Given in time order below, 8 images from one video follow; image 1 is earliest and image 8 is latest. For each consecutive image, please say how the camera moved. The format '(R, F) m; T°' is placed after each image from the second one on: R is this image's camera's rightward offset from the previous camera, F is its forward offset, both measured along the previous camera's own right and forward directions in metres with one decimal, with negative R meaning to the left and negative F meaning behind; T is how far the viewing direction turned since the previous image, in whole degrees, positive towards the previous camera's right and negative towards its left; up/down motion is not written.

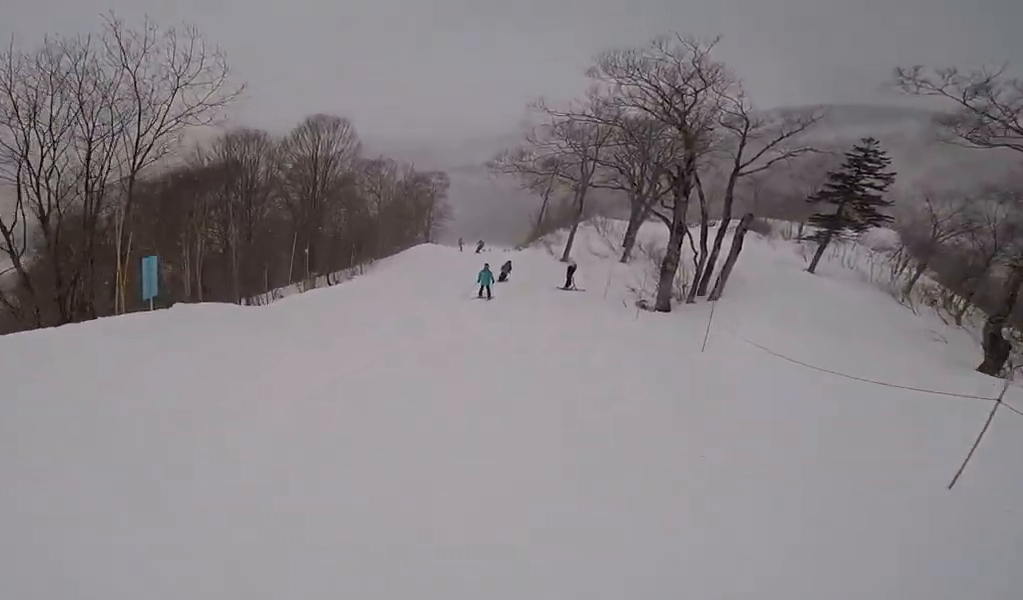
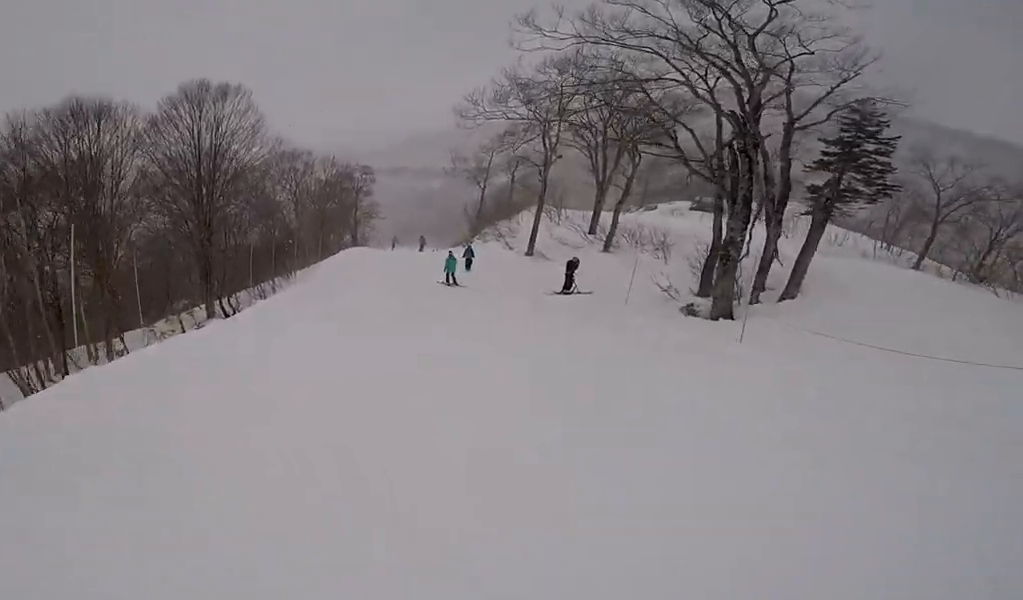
(+0.3, +9.3) m; +9°
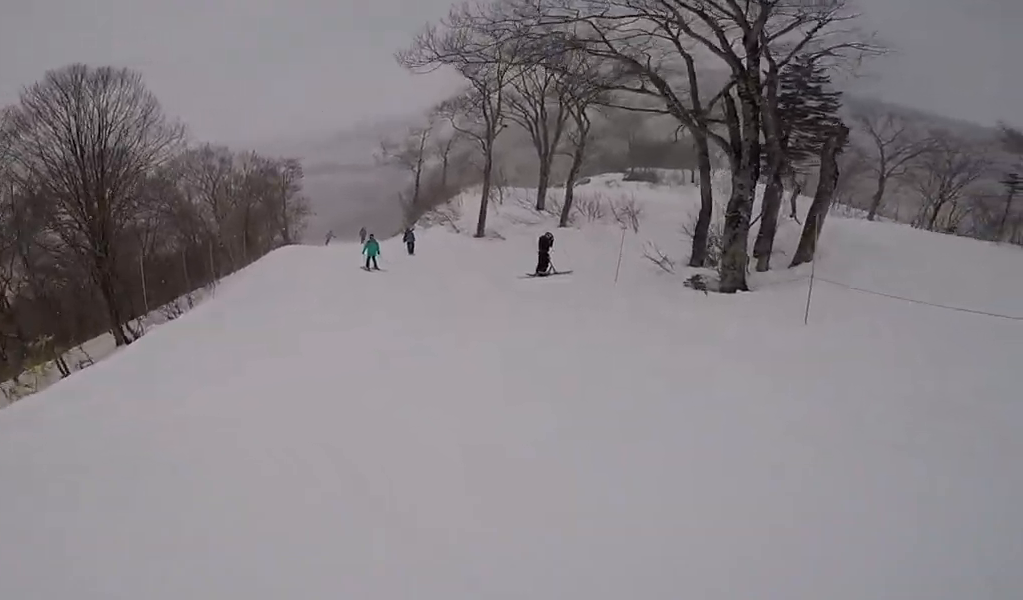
(+0.2, +3.5) m; +2°
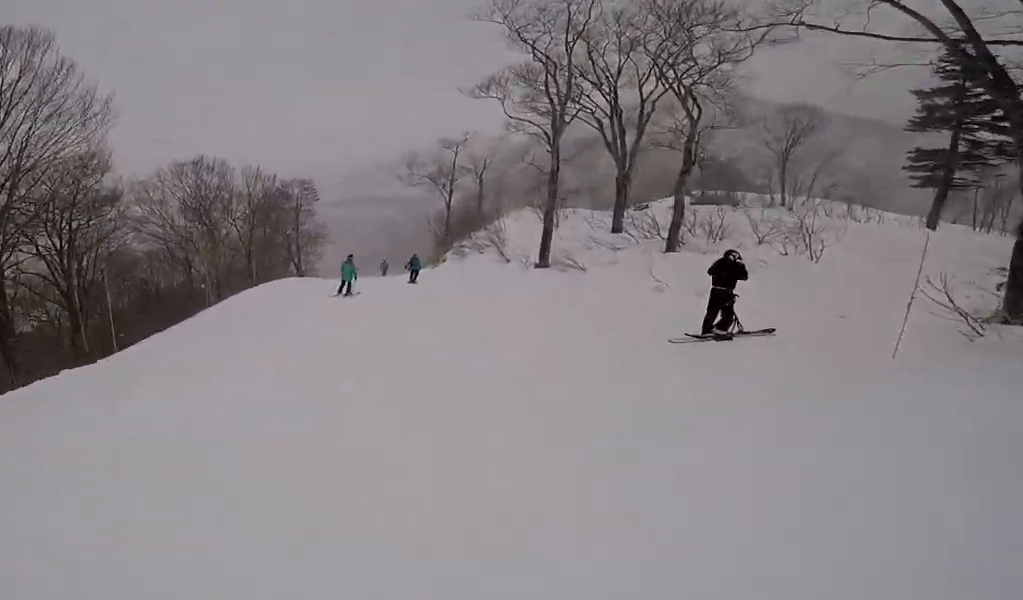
(+0.3, +7.8) m; -2°
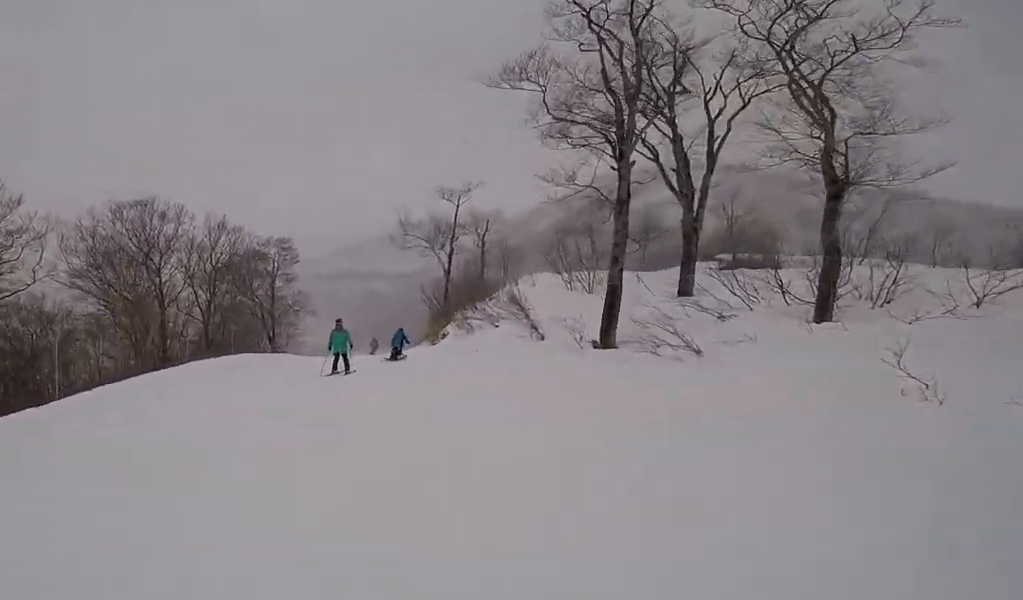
(-0.5, +6.9) m; -6°
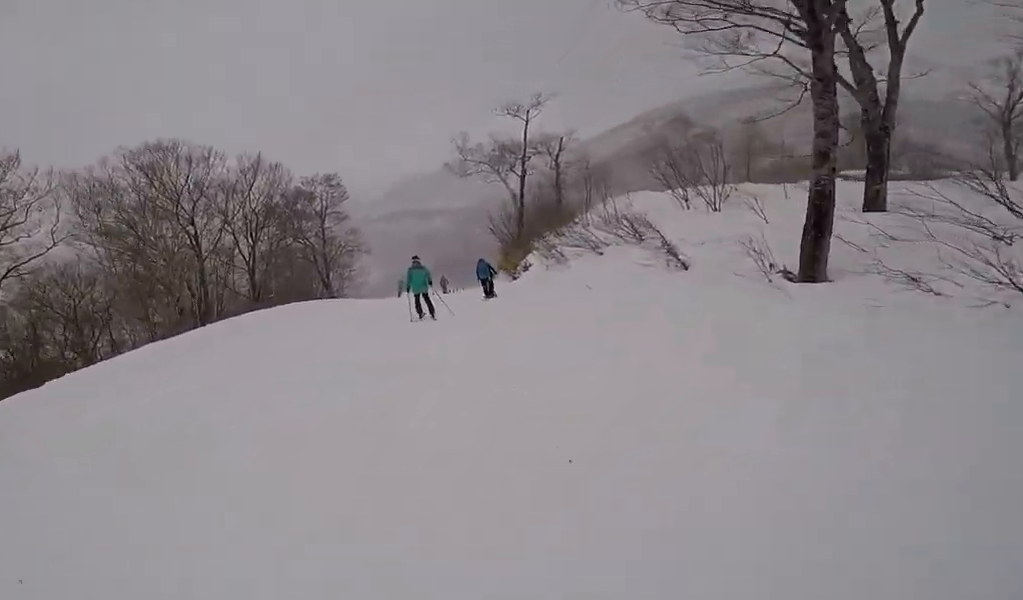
(-0.1, +3.7) m; -2°
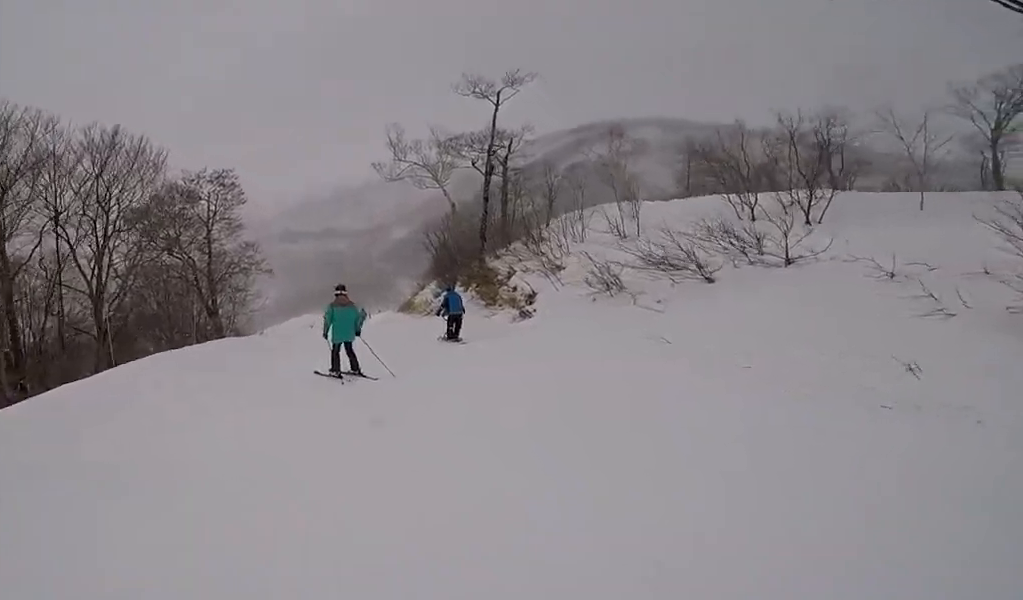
(+0.4, +8.2) m; +10°
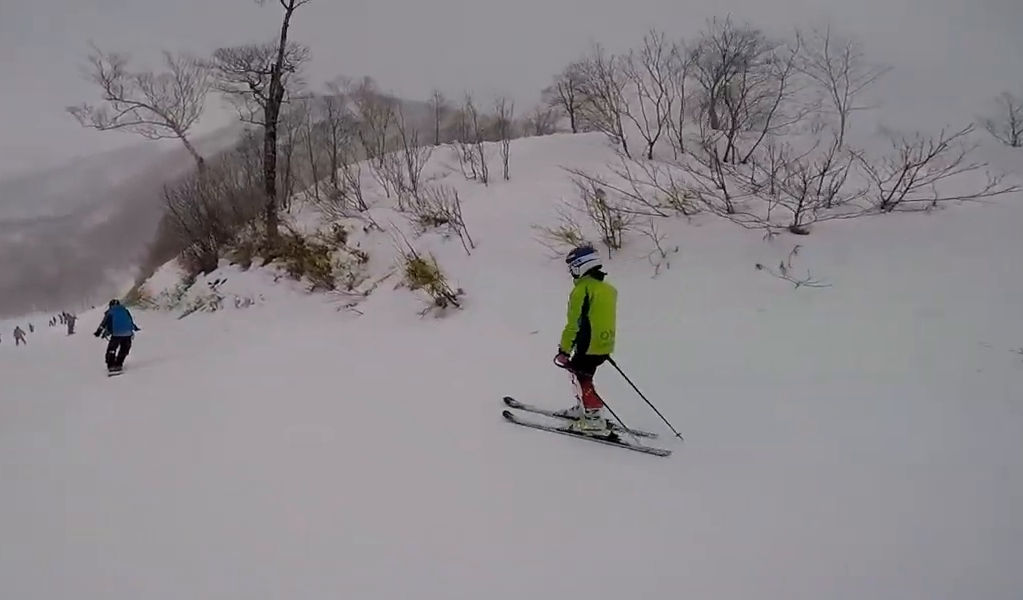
(+1.0, +8.2) m; -4°
